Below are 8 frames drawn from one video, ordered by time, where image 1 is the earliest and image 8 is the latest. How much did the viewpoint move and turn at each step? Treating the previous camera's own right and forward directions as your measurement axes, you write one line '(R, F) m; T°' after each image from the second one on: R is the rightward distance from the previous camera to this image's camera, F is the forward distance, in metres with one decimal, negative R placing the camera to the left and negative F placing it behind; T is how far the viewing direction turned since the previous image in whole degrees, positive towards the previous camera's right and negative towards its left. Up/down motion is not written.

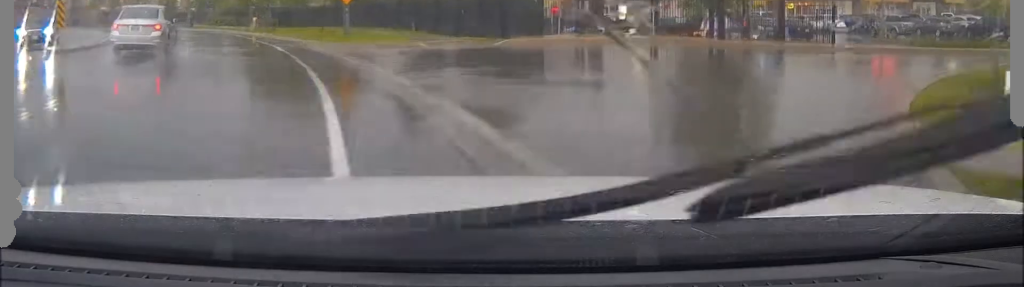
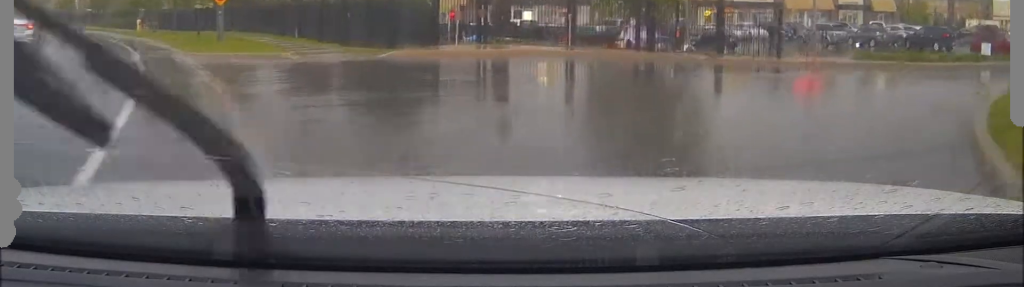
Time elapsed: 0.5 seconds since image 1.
(+0.4, +3.8) m; +12°
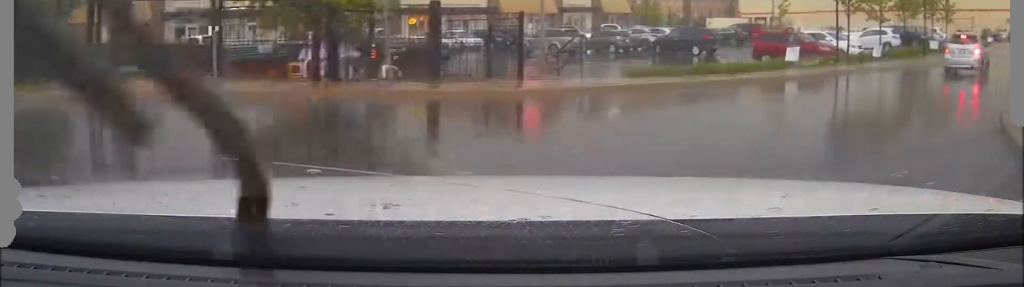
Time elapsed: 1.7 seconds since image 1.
(+1.7, +6.7) m; +27°
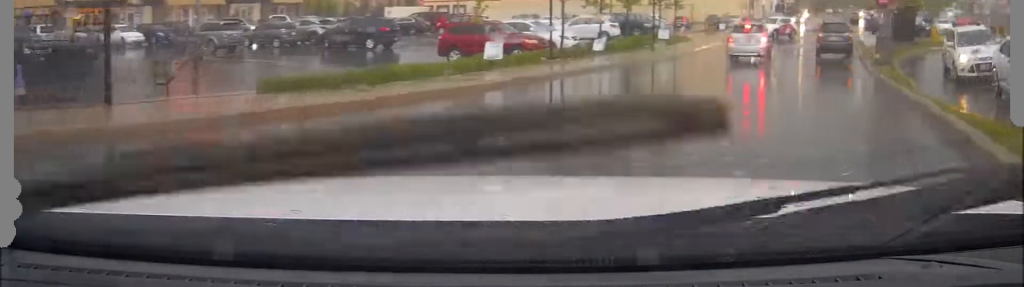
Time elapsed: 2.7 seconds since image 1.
(+1.1, +6.1) m; +18°
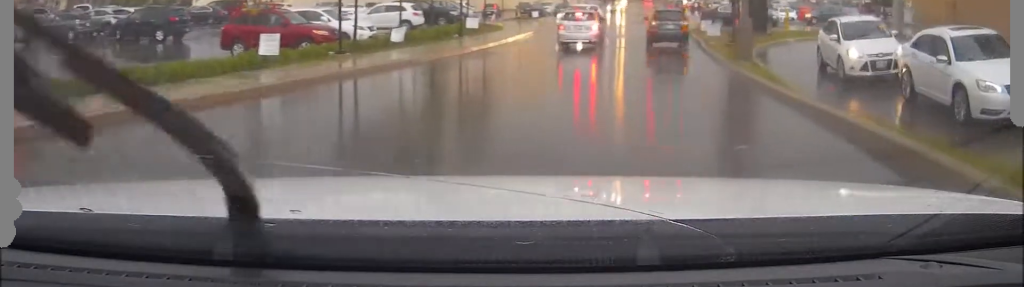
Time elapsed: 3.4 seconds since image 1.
(+0.1, +3.6) m; +9°
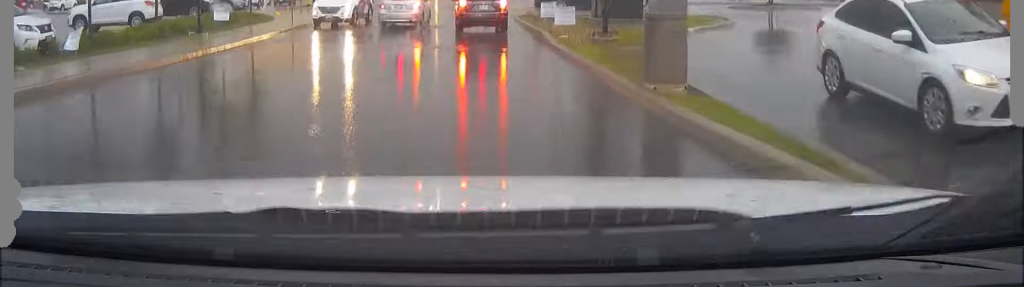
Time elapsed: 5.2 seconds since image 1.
(+1.9, +10.7) m; +12°
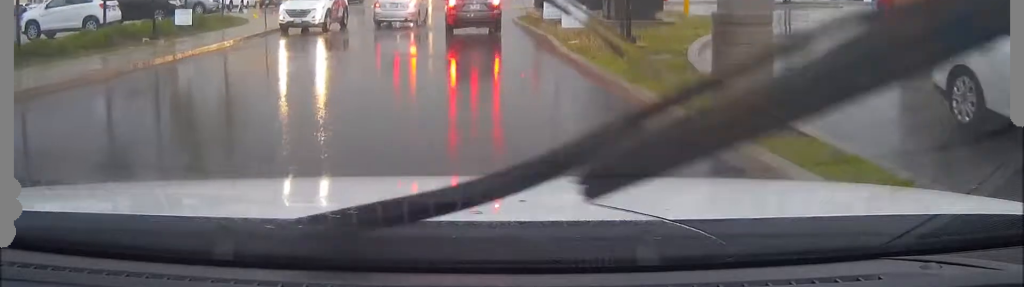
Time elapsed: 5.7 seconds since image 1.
(0.0, +3.2) m; +1°
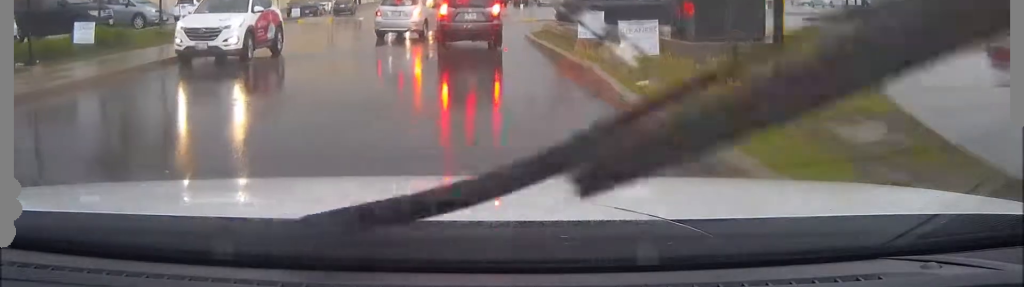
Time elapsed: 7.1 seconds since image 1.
(+0.2, +7.3) m; +2°
